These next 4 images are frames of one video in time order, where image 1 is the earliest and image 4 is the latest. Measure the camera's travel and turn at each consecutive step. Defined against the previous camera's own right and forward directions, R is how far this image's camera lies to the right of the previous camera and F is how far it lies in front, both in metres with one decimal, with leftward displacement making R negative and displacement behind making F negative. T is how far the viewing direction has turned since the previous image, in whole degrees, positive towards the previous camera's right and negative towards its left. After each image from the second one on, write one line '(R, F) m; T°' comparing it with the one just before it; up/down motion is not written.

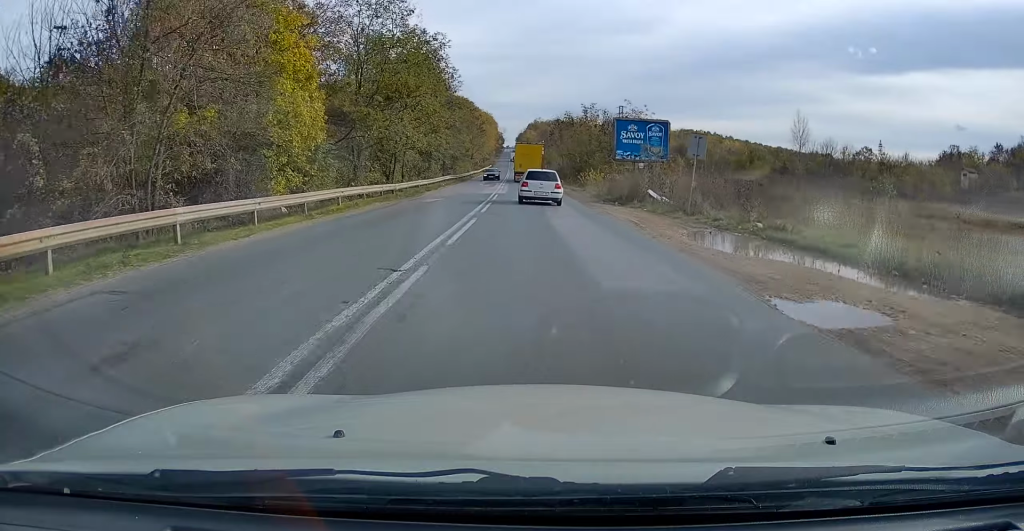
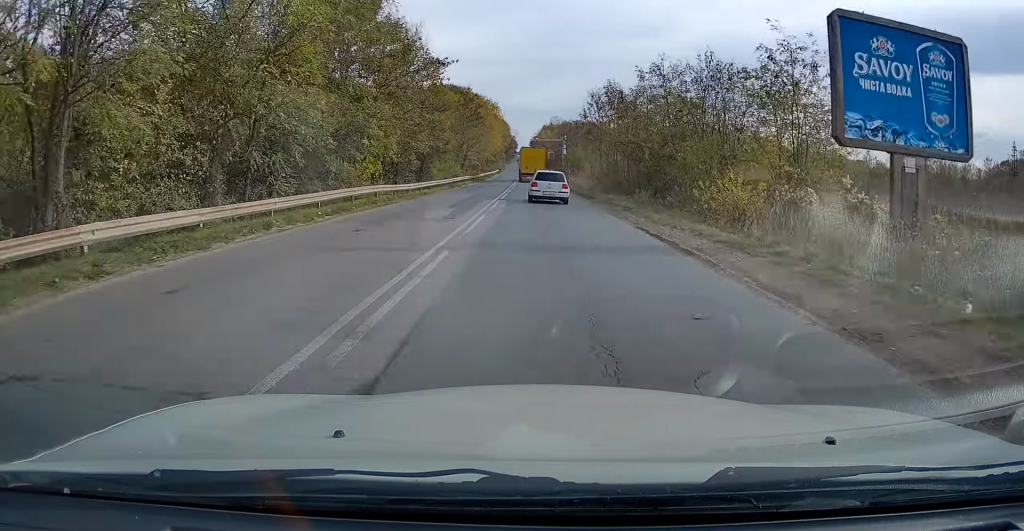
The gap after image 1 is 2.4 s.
(-0.1, +36.9) m; -1°
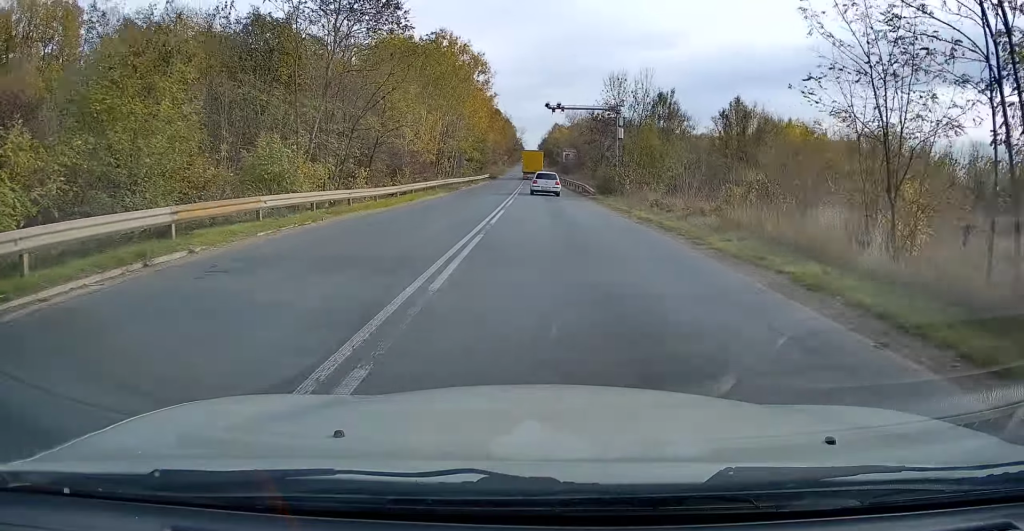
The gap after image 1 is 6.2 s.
(-0.3, +55.8) m; 0°
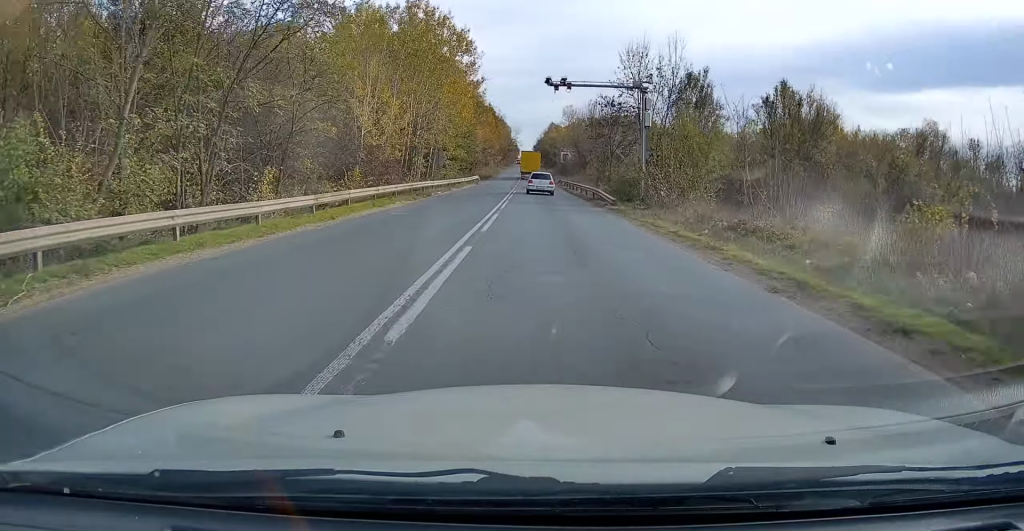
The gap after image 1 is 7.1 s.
(0.0, +10.5) m; 0°
